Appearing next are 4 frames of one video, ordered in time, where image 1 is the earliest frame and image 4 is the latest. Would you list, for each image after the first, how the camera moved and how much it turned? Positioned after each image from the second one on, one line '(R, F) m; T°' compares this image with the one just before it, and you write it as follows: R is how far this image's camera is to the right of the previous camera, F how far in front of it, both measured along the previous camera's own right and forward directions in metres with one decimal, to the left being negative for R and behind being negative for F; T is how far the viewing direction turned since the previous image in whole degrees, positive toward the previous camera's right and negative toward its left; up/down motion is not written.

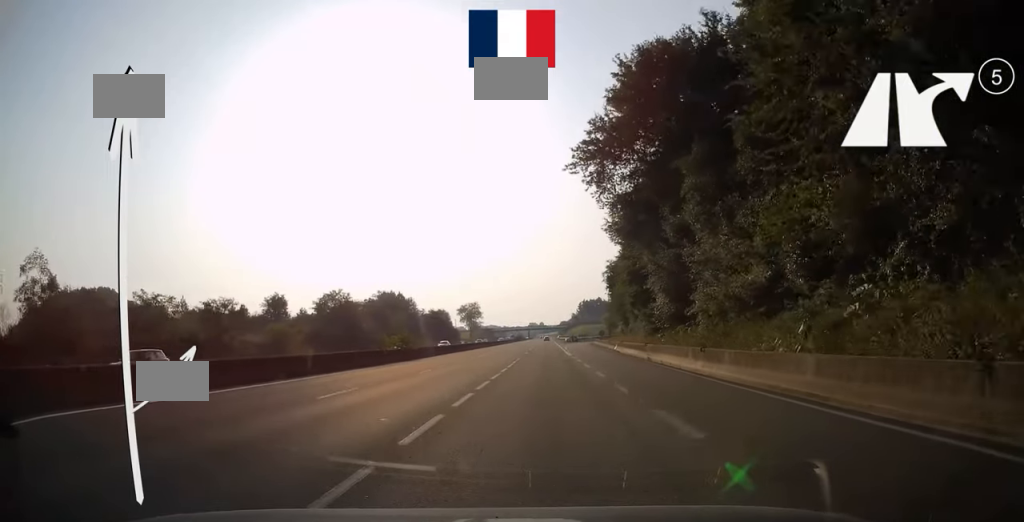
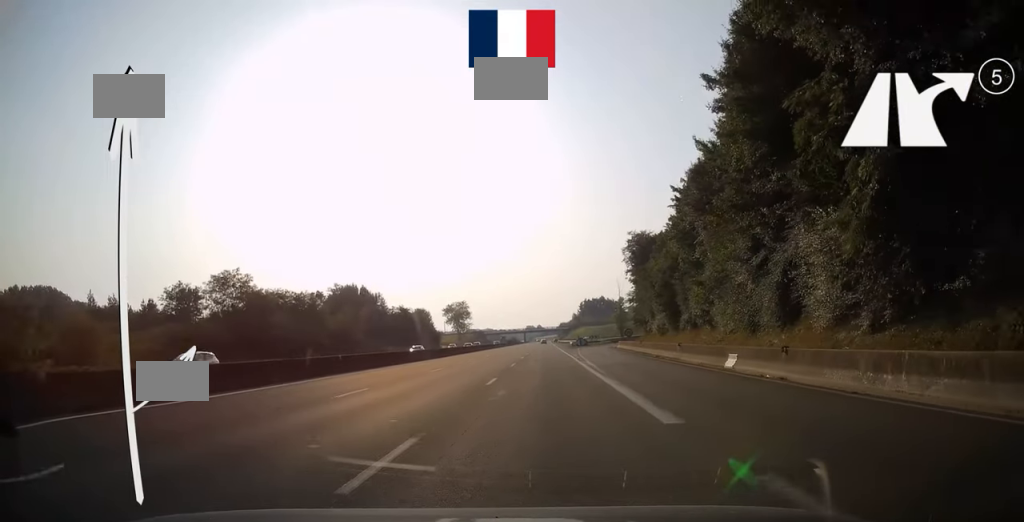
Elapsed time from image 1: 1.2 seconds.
(-0.1, +37.3) m; 0°
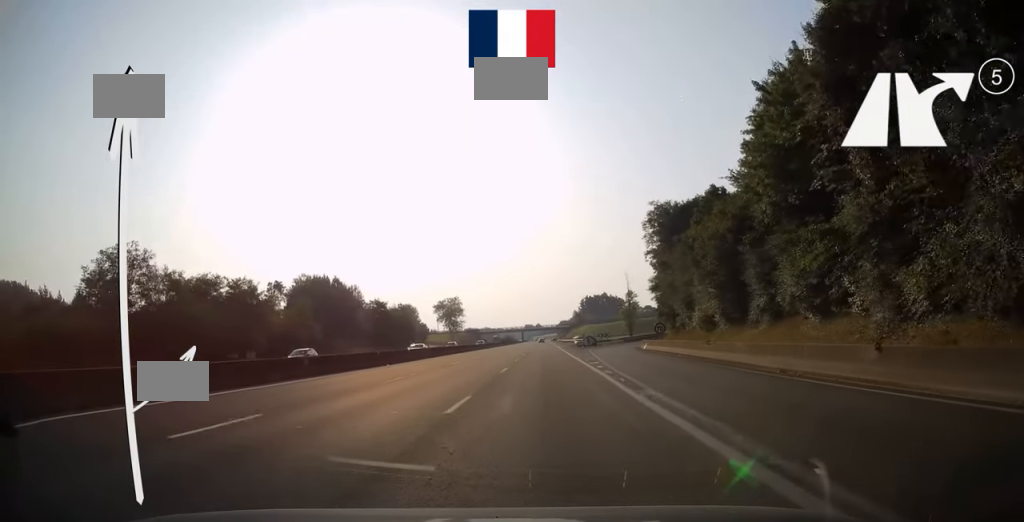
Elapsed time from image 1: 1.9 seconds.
(+0.1, +20.4) m; 0°
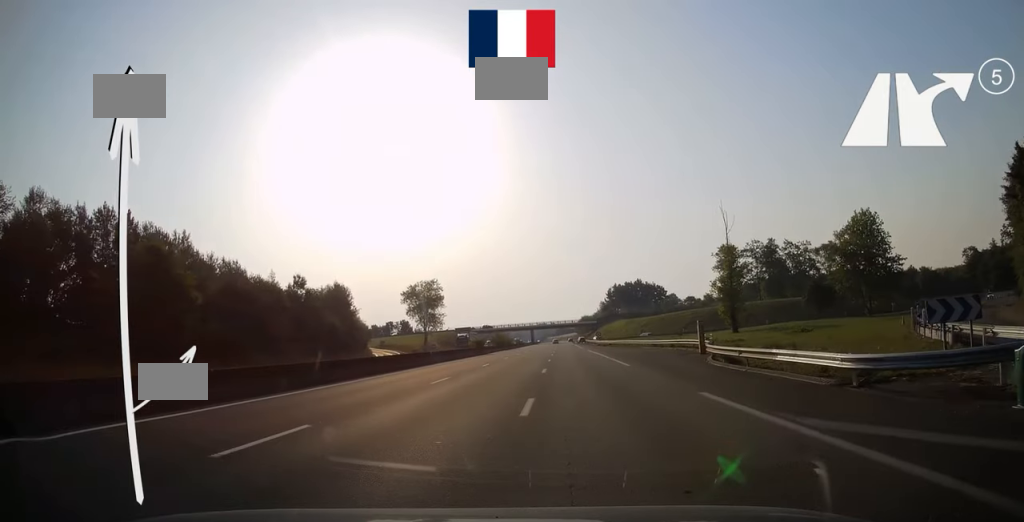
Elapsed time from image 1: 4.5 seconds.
(-0.5, +78.5) m; -1°
